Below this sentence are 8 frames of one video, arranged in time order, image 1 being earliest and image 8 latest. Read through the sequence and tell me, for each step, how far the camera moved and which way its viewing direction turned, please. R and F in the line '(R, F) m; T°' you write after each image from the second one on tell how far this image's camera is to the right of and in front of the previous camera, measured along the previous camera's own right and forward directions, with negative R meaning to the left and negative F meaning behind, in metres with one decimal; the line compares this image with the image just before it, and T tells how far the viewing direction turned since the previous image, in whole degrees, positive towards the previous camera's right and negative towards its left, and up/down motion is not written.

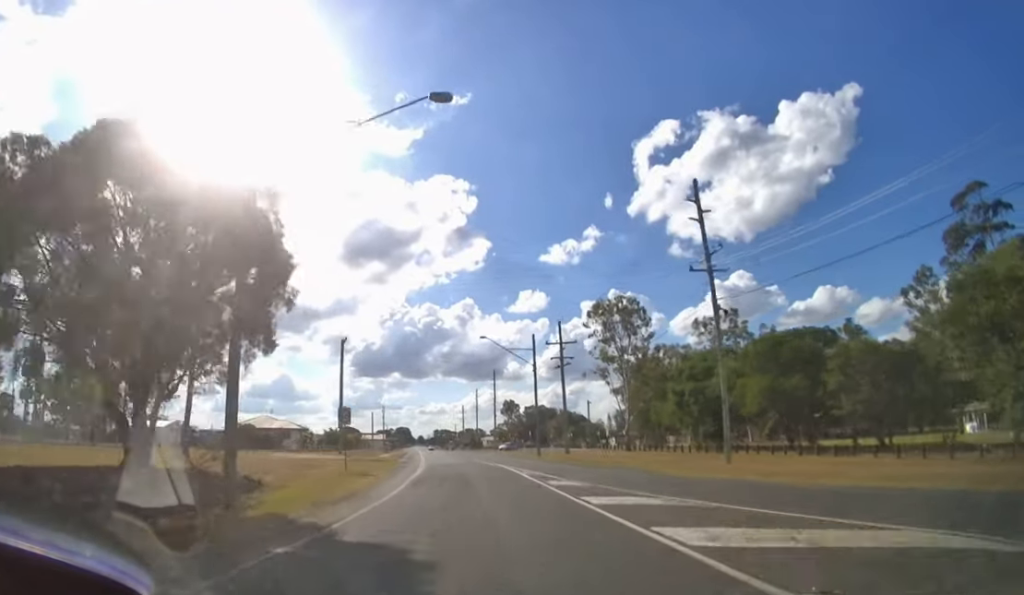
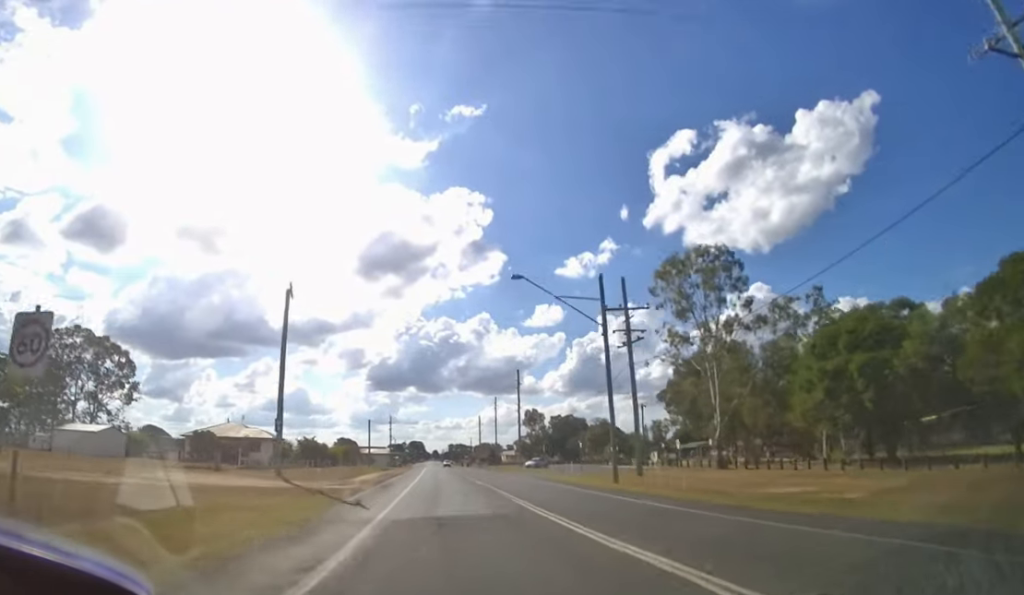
(0.0, +20.5) m; -1°
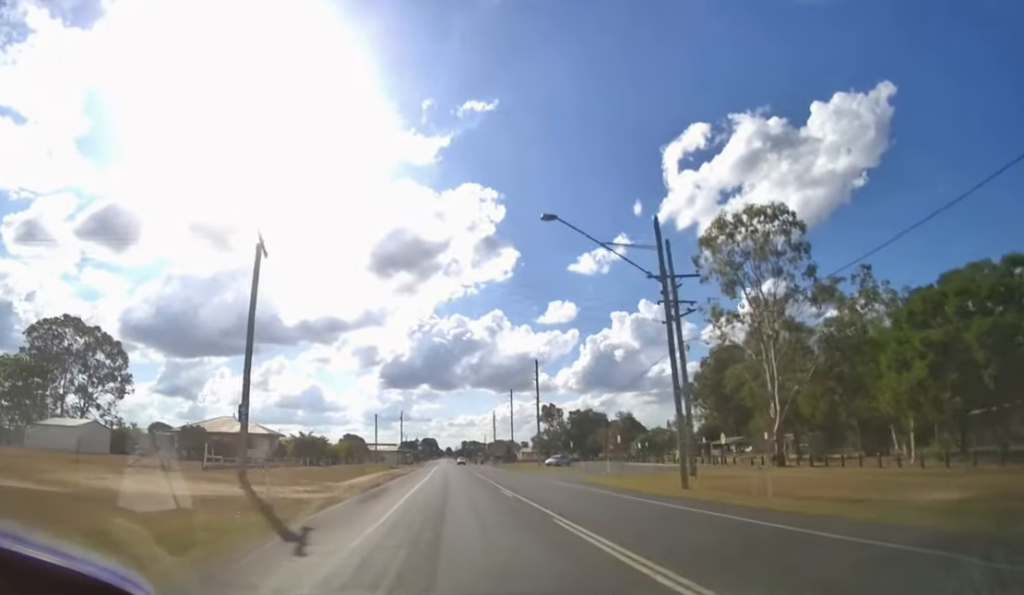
(0.0, +6.7) m; -1°
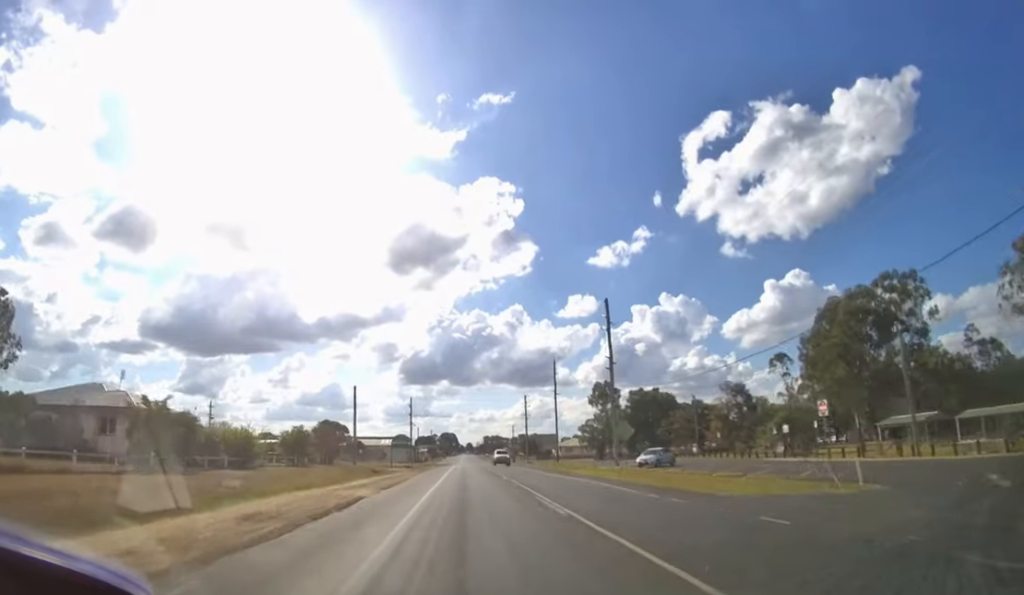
(-0.7, +27.6) m; -2°
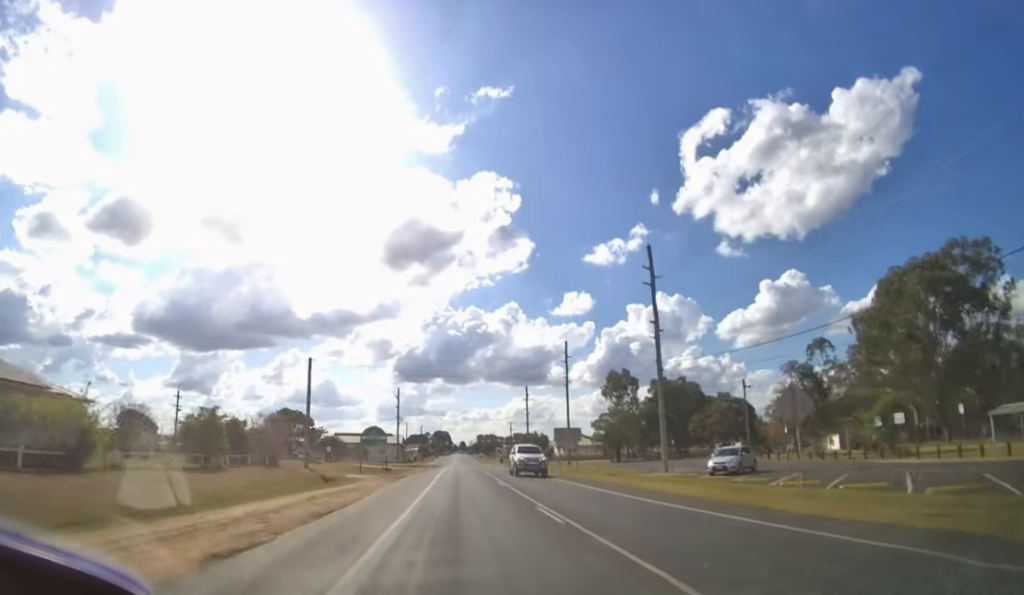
(-0.1, +11.2) m; 0°
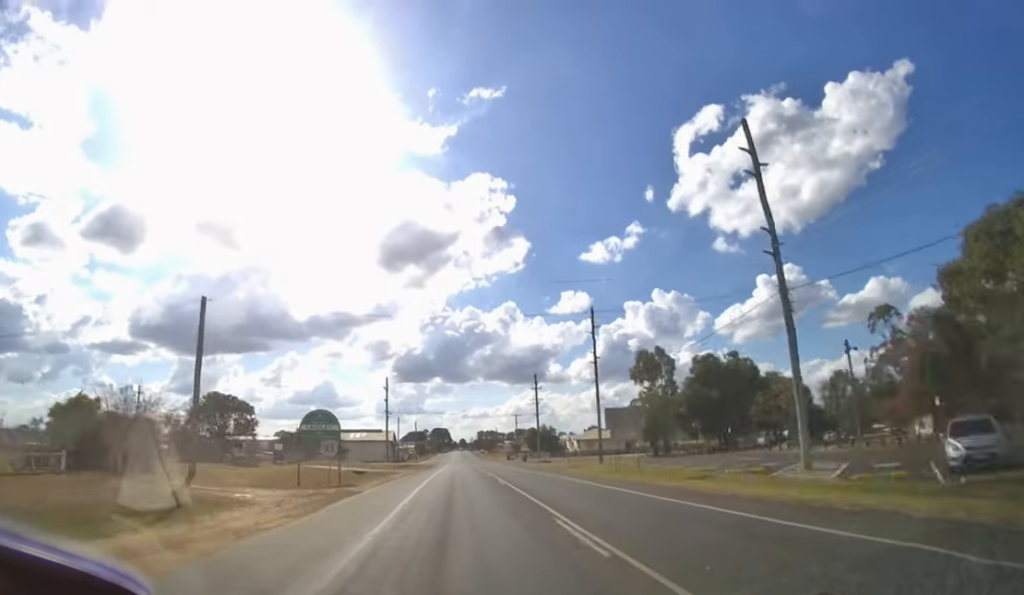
(0.0, +12.2) m; 0°
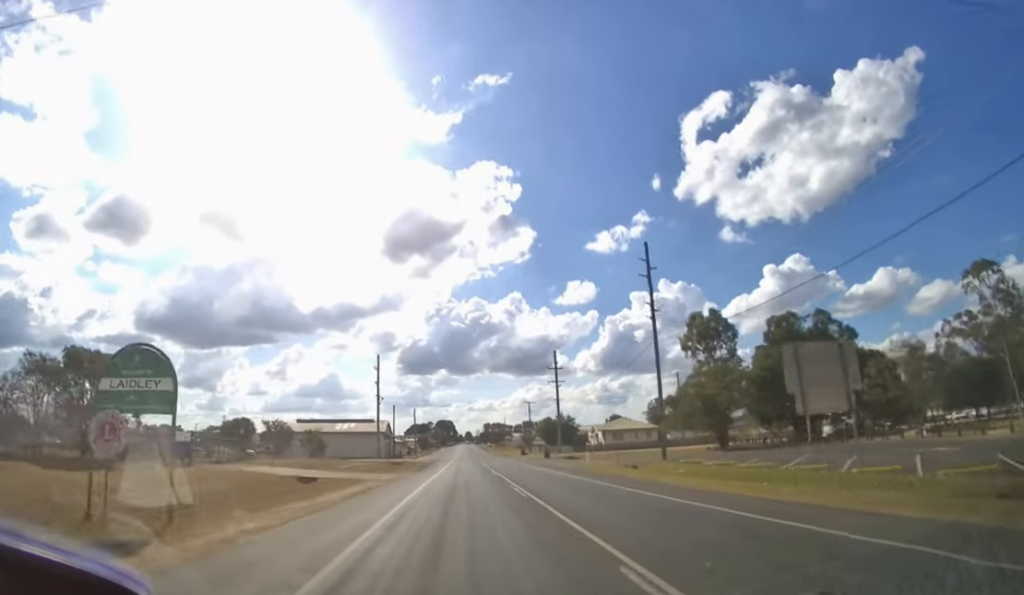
(0.0, +14.2) m; 0°
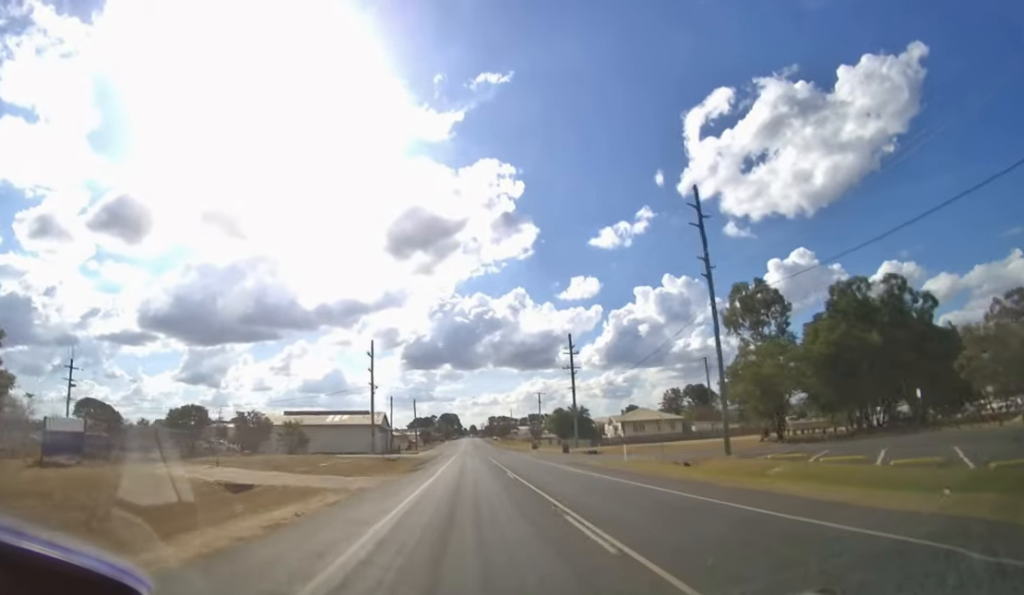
(0.0, +8.3) m; 0°
